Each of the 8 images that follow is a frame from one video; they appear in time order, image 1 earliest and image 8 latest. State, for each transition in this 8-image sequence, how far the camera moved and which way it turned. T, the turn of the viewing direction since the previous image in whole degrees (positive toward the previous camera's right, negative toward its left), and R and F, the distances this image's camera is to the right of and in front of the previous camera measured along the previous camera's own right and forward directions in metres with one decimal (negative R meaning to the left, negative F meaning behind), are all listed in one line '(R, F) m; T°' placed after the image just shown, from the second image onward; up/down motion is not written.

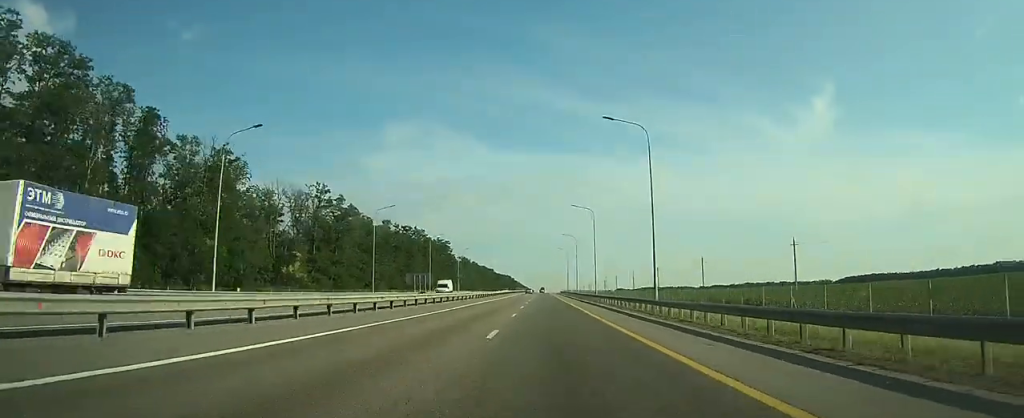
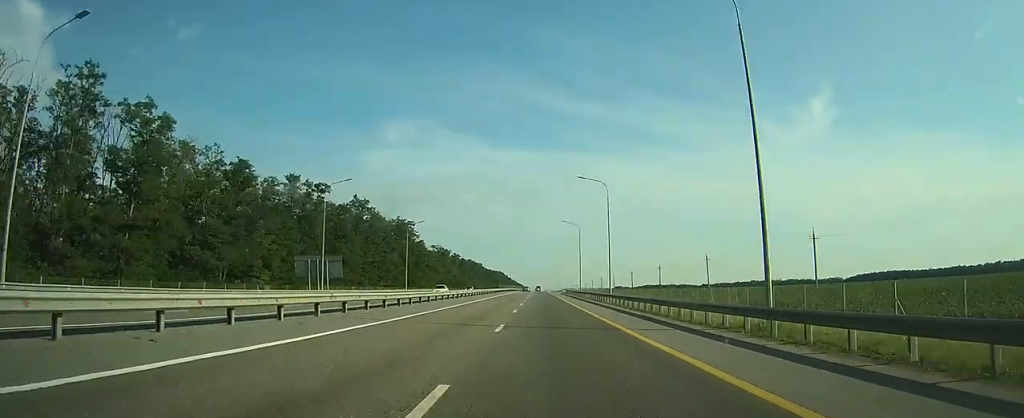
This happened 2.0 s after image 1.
(-0.2, +58.2) m; 0°
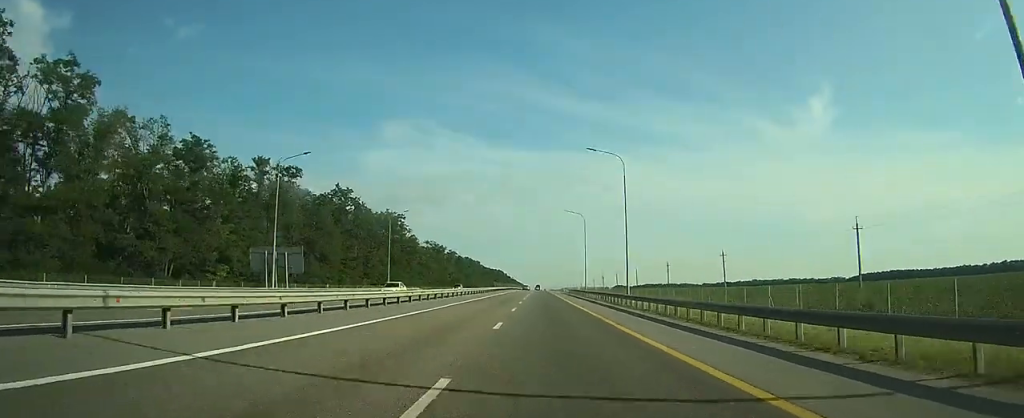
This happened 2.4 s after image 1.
(0.0, +11.7) m; 0°
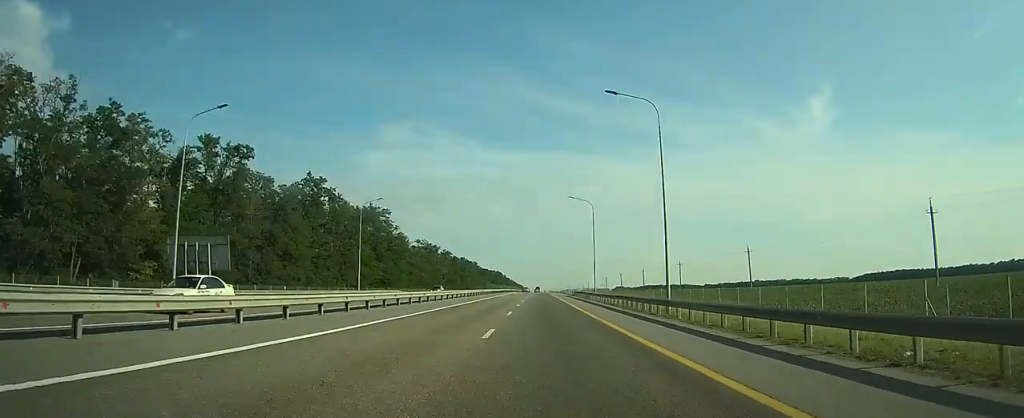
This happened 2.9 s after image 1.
(0.0, +14.6) m; 0°
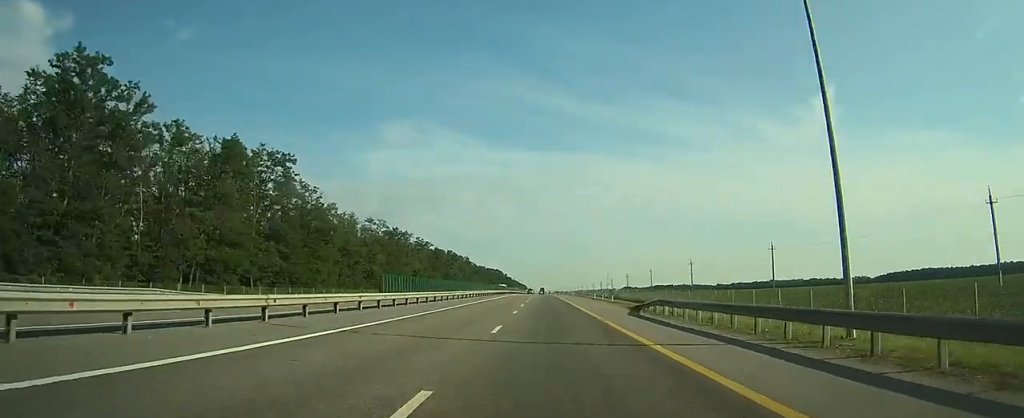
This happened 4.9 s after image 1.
(0.0, +58.6) m; 0°
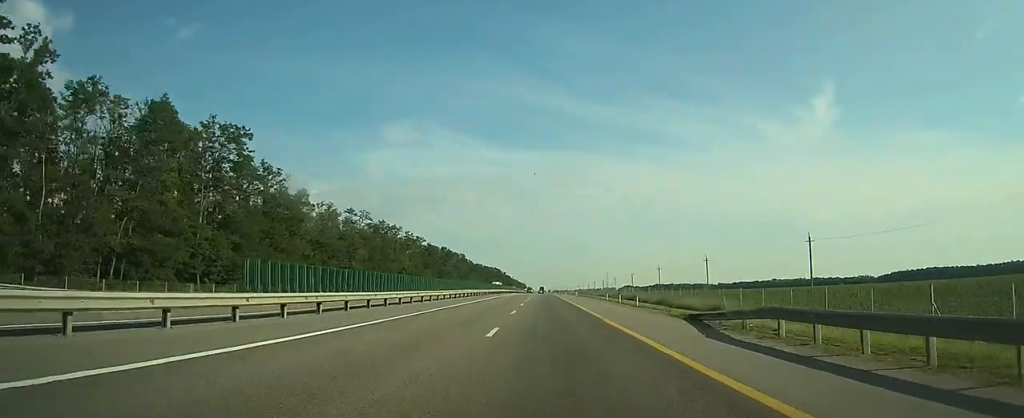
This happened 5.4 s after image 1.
(0.0, +13.7) m; 0°
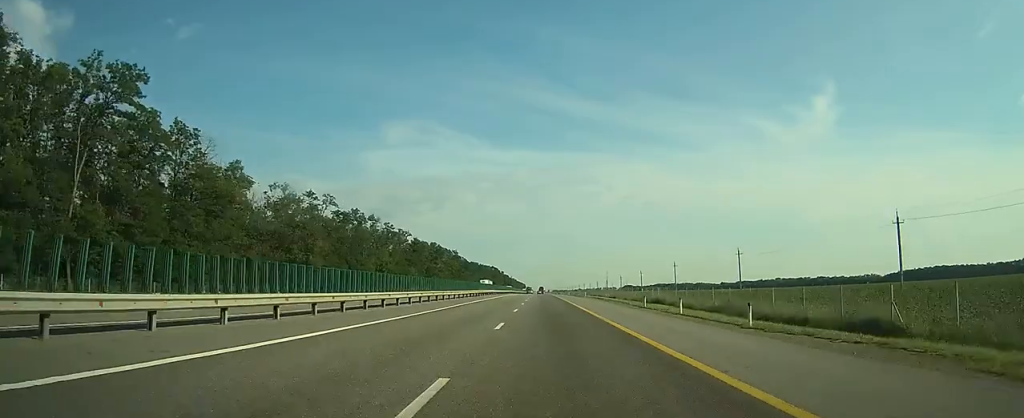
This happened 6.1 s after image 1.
(-0.1, +21.6) m; 0°
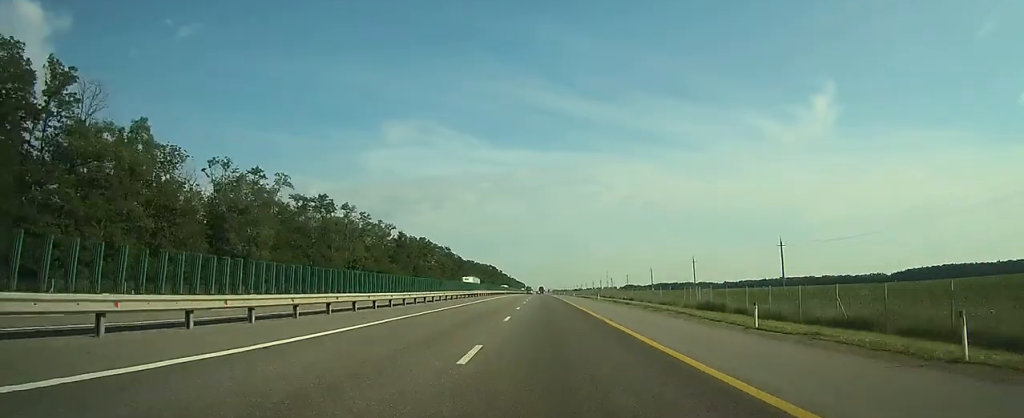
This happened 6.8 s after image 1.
(0.0, +19.6) m; 0°
